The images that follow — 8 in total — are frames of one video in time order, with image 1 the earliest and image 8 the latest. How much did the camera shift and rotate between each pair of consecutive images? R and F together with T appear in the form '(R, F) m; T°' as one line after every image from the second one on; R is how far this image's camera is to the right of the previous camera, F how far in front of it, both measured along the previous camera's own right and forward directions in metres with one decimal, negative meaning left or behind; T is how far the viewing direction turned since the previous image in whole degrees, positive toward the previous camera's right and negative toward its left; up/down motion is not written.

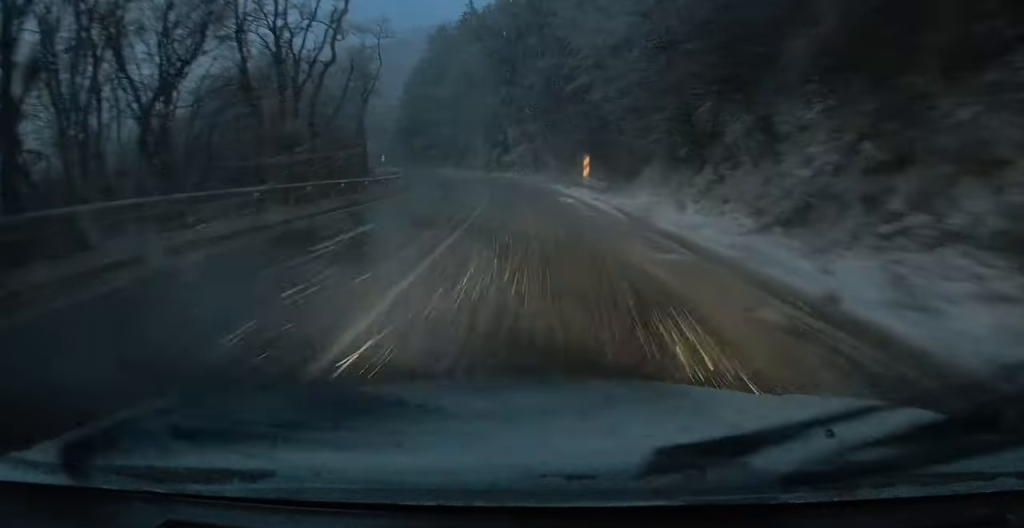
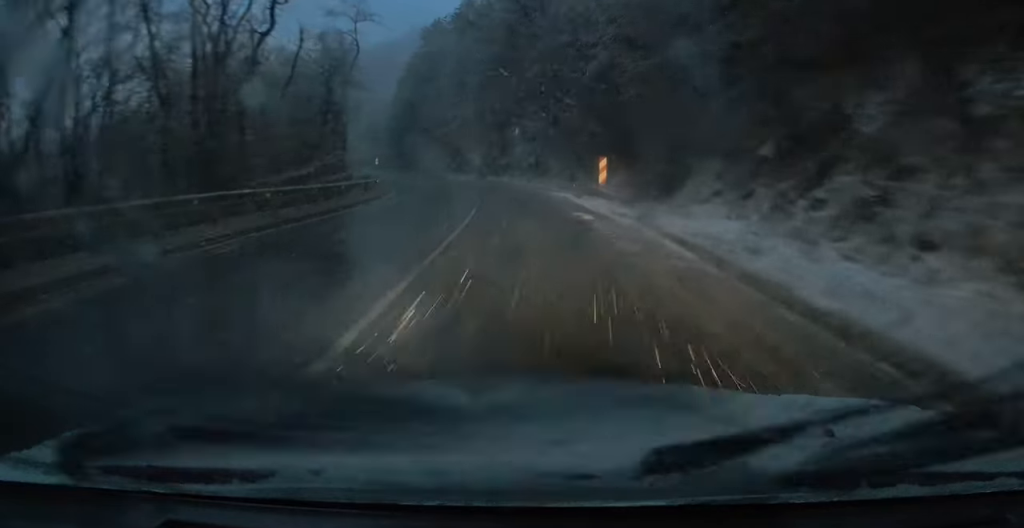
(0.0, +7.4) m; -1°
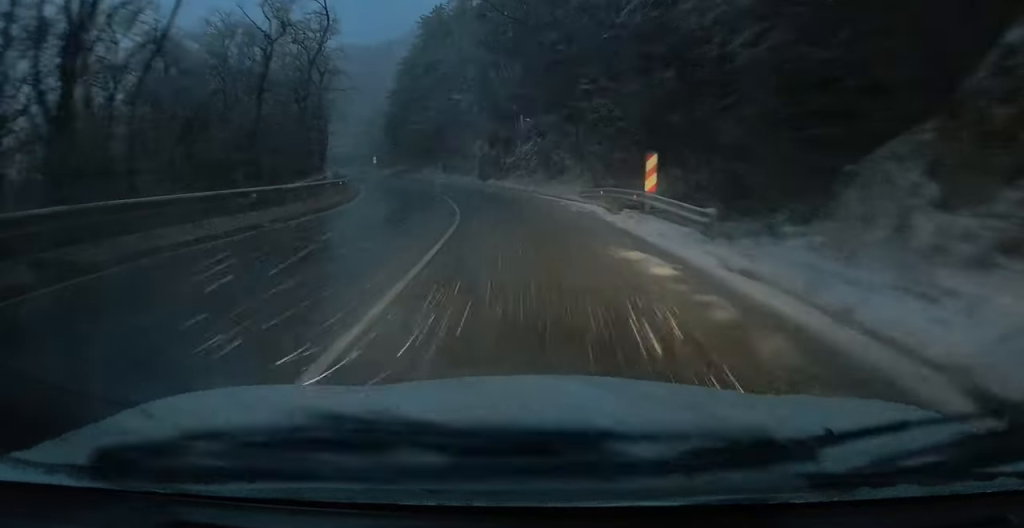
(-0.1, +9.6) m; -2°
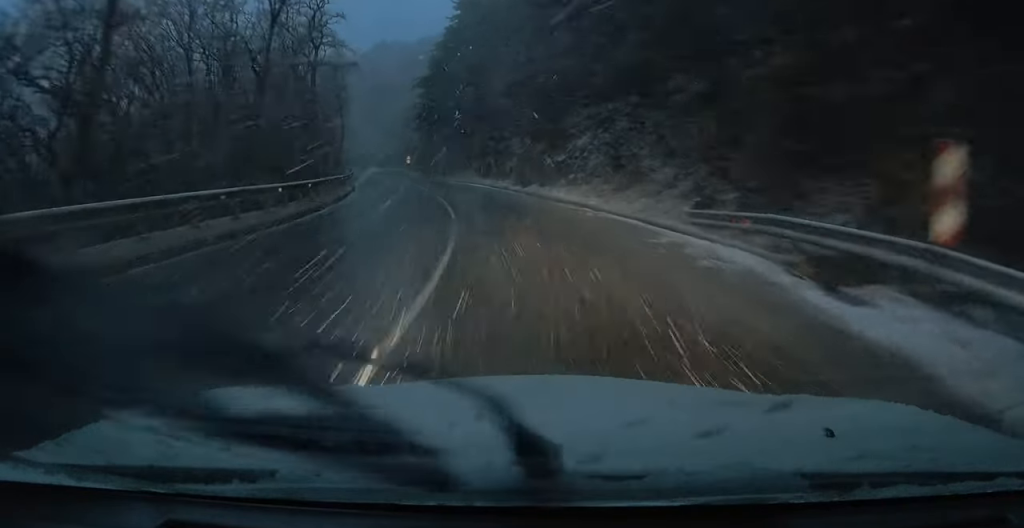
(-0.4, +12.8) m; -5°
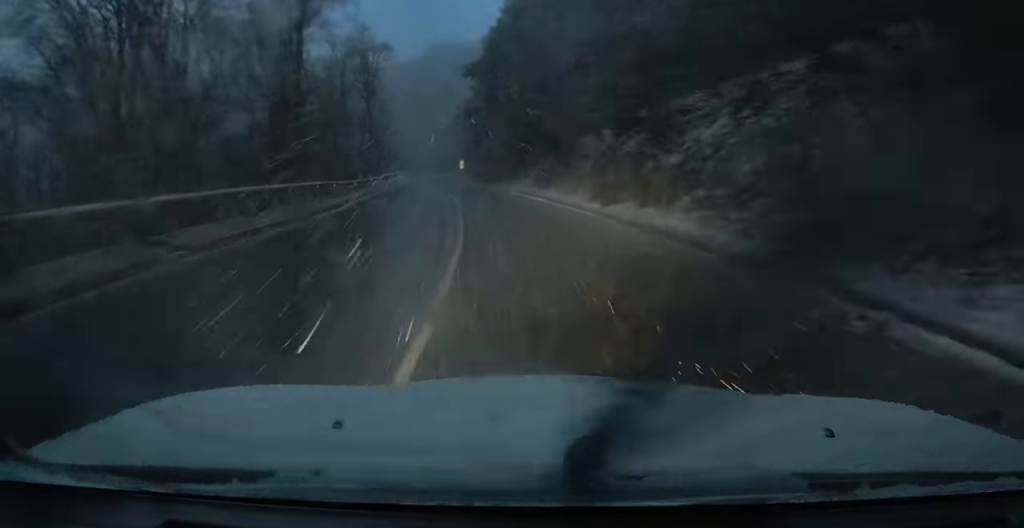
(-0.8, +13.8) m; -4°
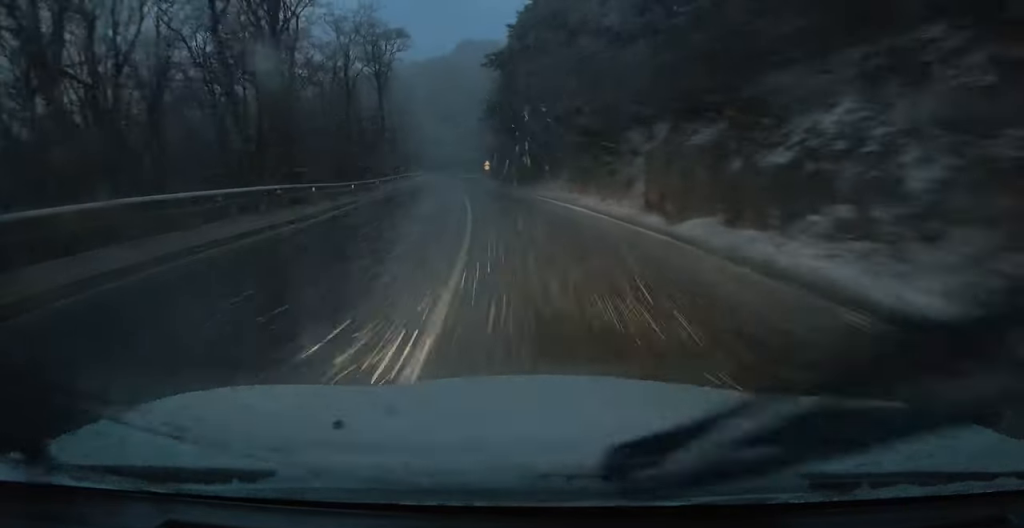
(-0.1, +6.3) m; -1°
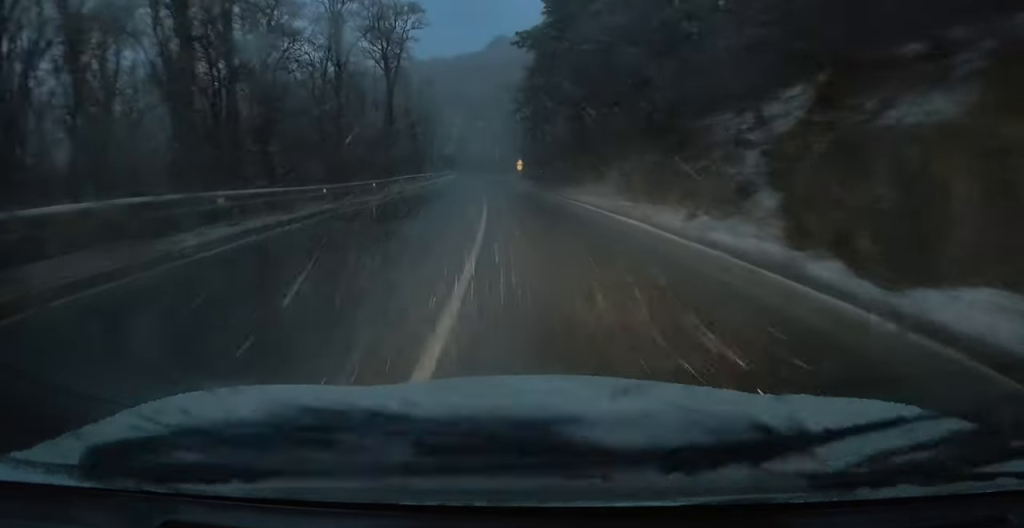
(+0.1, +9.2) m; -2°
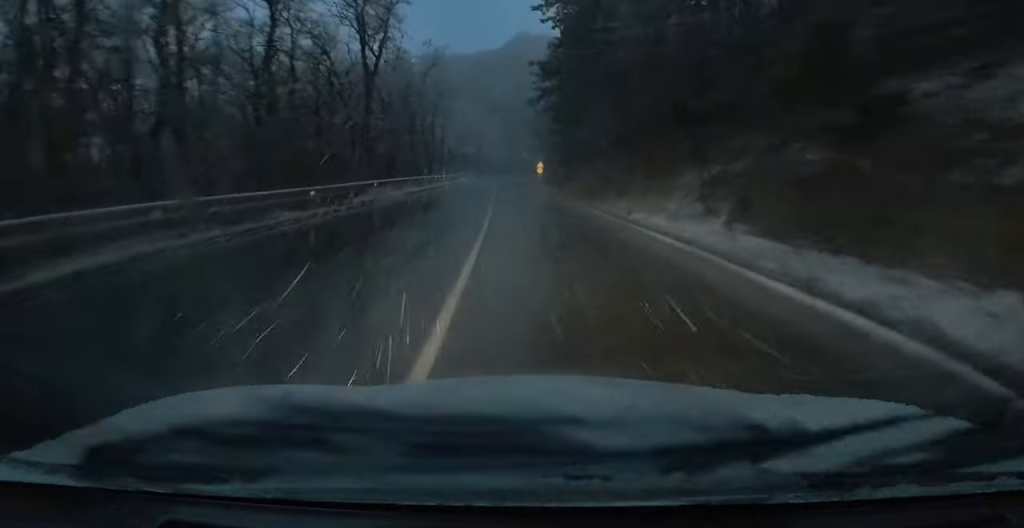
(-0.4, +11.7) m; -4°
